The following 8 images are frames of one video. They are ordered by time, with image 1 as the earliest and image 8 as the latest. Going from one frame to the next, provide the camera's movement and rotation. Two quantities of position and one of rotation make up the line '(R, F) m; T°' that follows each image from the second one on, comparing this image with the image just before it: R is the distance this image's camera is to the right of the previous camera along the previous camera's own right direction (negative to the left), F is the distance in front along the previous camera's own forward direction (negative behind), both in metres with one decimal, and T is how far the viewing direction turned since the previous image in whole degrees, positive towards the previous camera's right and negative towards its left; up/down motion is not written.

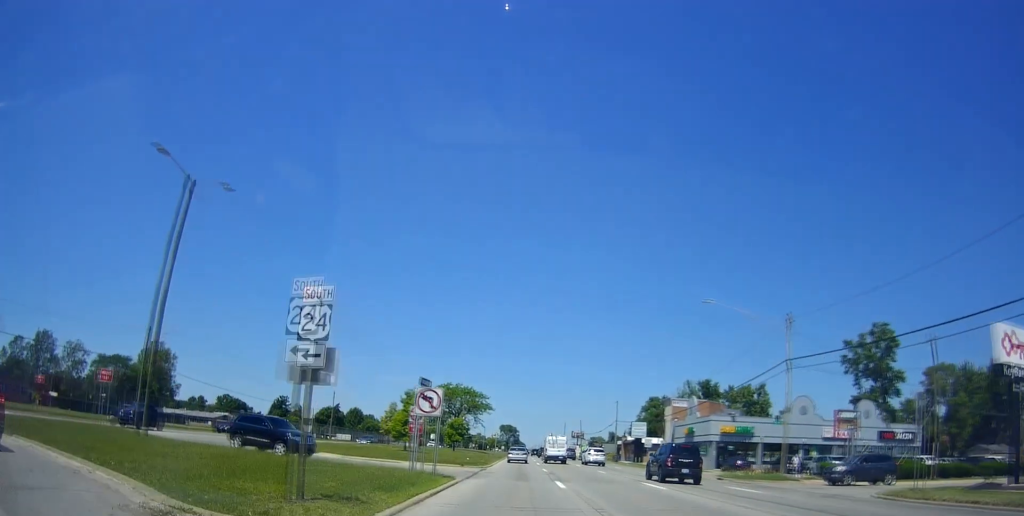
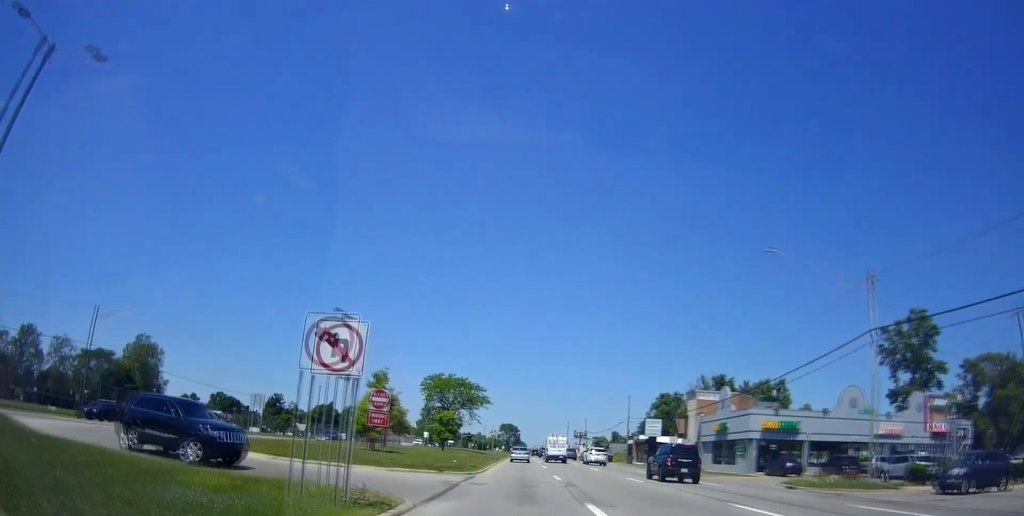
(+0.3, +9.9) m; 0°
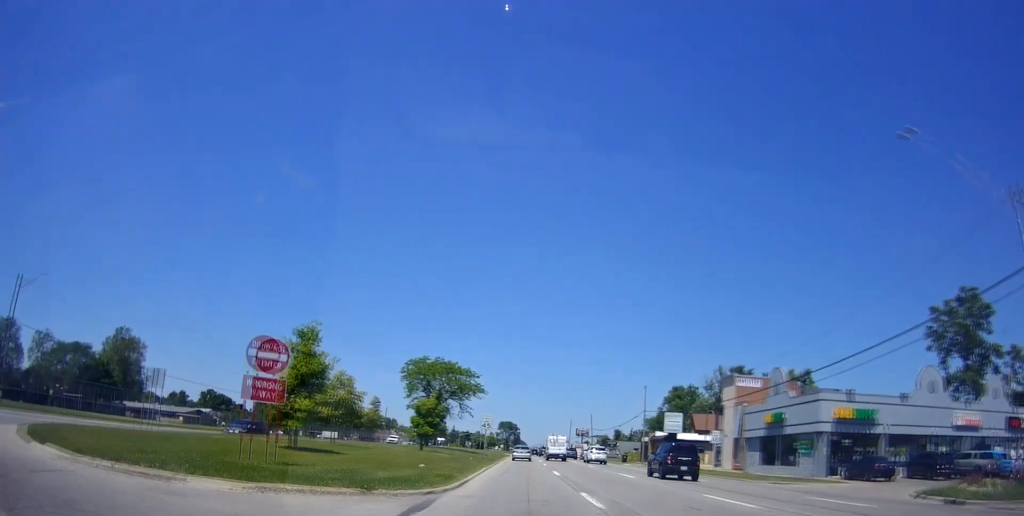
(-0.1, +12.1) m; 0°
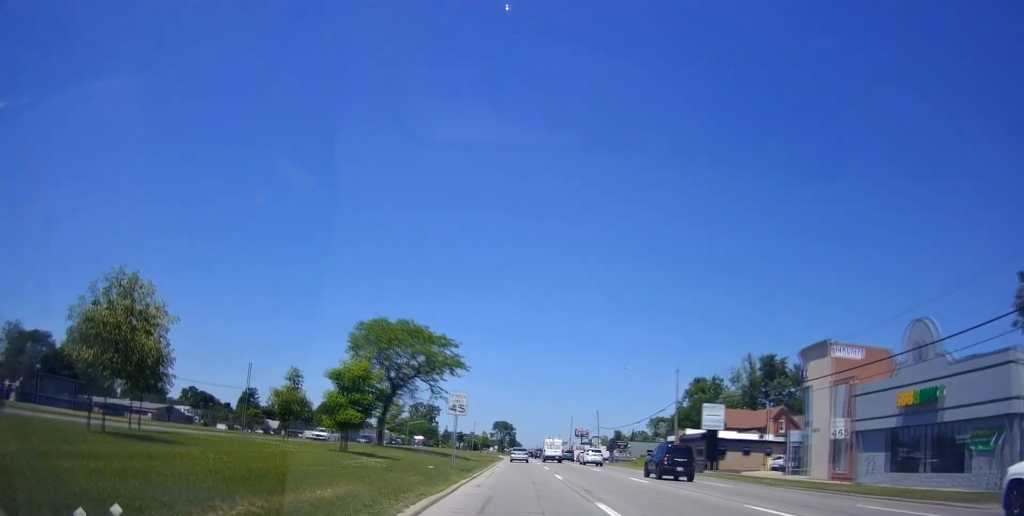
(+0.1, +18.4) m; -1°
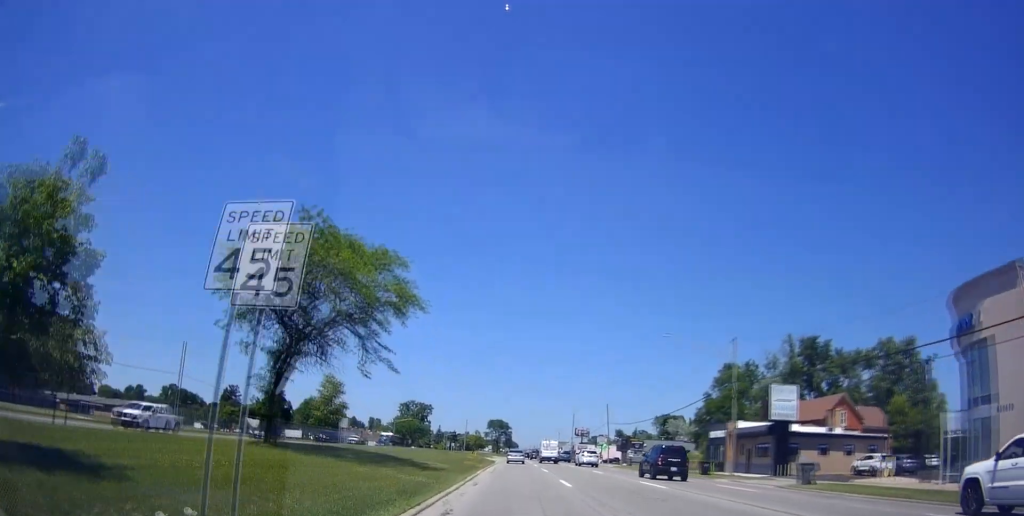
(-0.4, +18.3) m; -1°
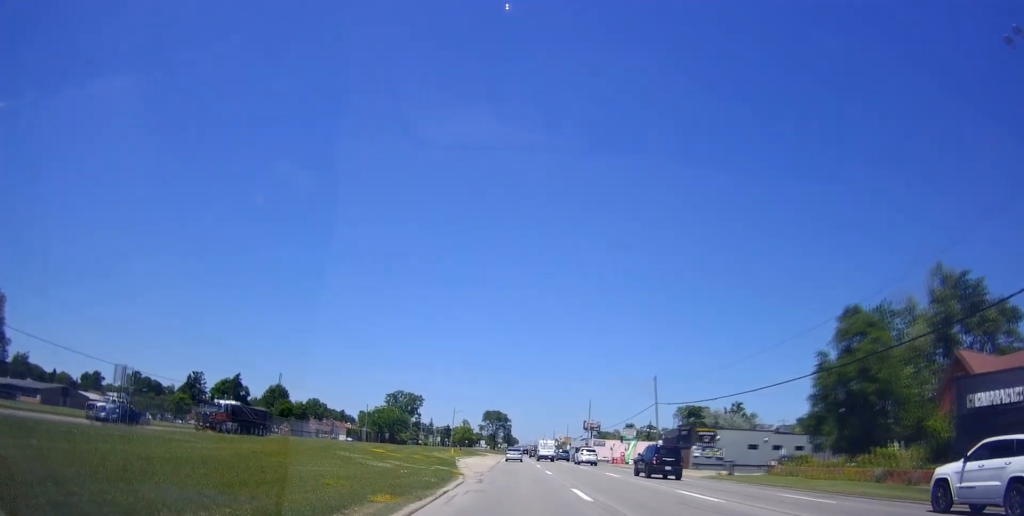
(+0.9, +37.4) m; +3°
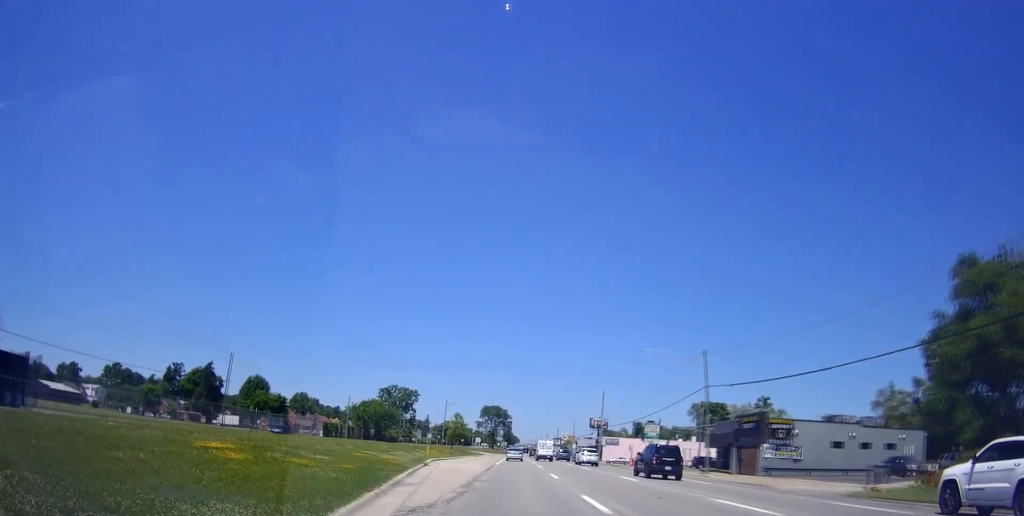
(+0.1, +18.8) m; -1°
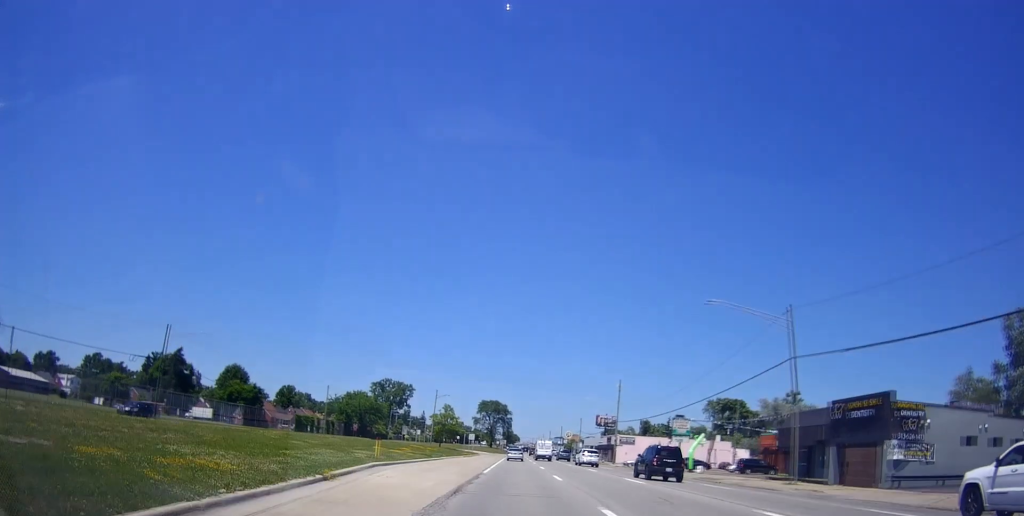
(-0.5, +17.3) m; -2°
